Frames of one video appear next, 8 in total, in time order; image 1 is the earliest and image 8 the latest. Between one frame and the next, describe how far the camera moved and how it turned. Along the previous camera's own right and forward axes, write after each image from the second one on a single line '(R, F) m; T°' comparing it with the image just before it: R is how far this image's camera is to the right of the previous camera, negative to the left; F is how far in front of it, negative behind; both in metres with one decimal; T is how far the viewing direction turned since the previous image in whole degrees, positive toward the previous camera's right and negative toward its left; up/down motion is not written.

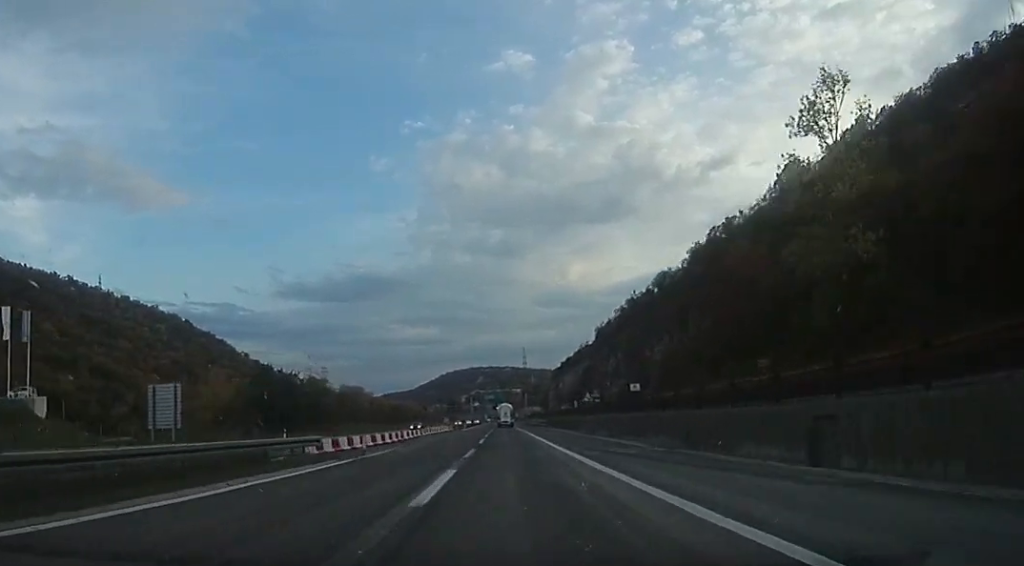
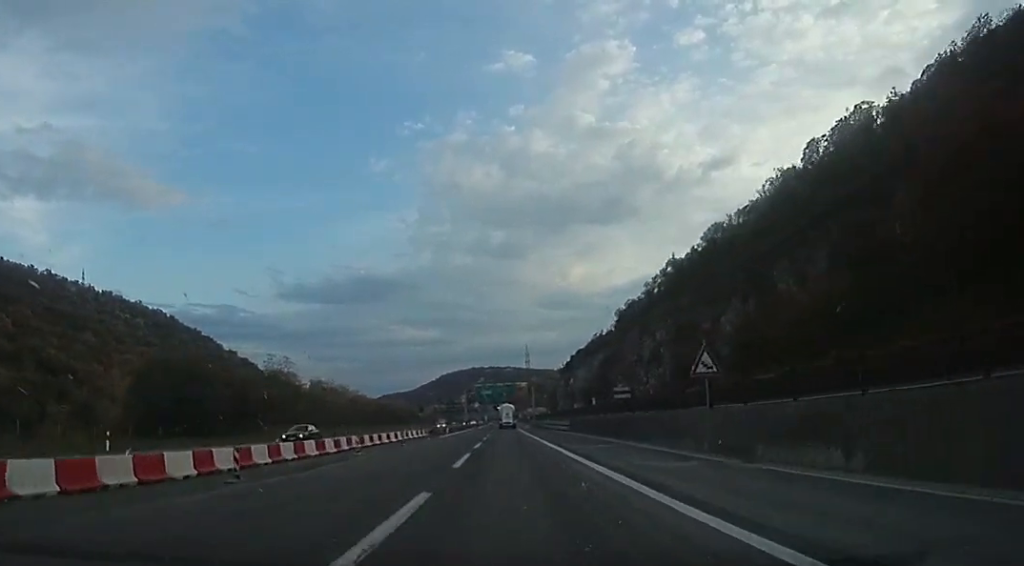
(-0.5, +28.1) m; -2°
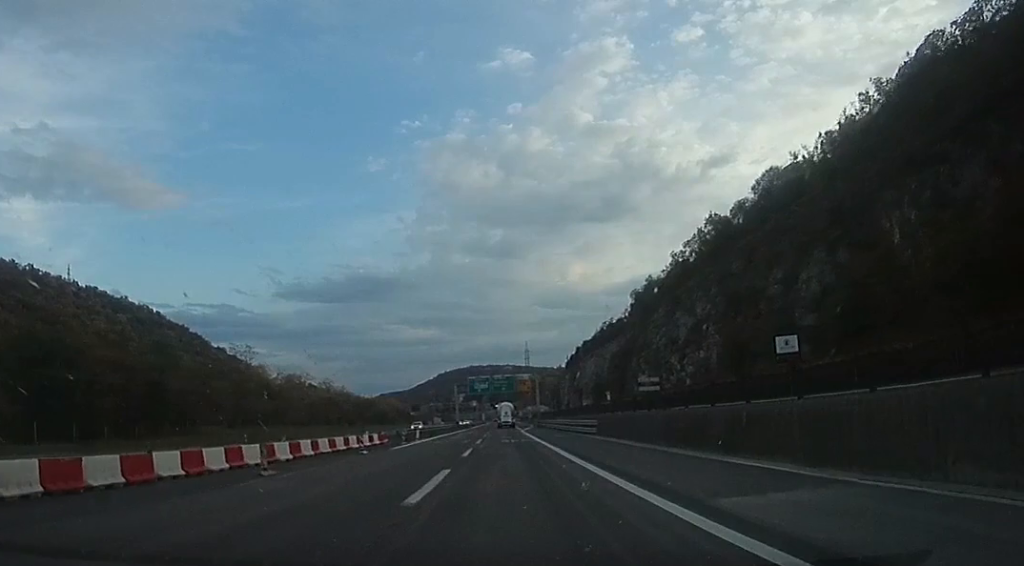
(-0.6, +18.6) m; 0°
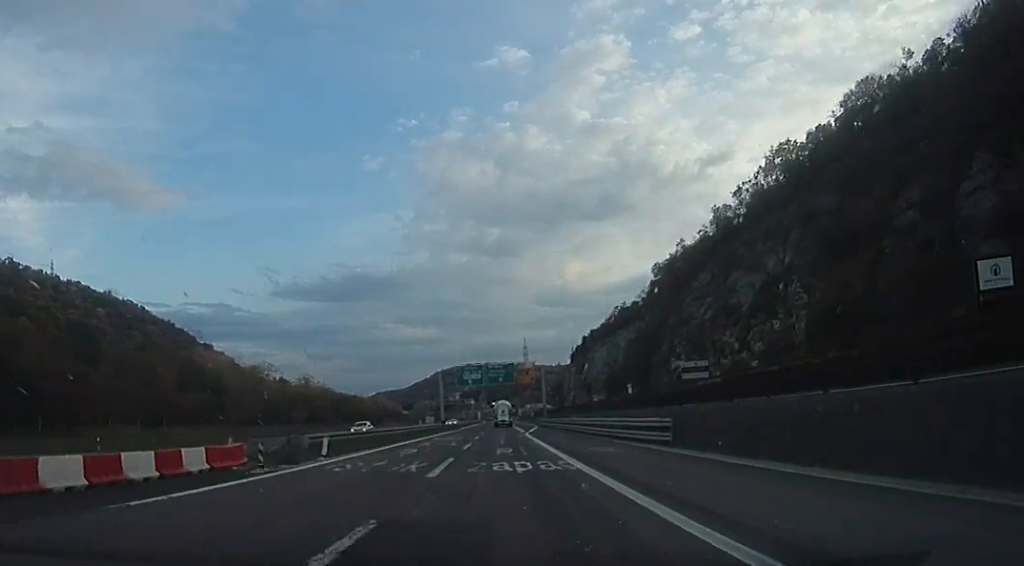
(+0.7, +19.2) m; +2°
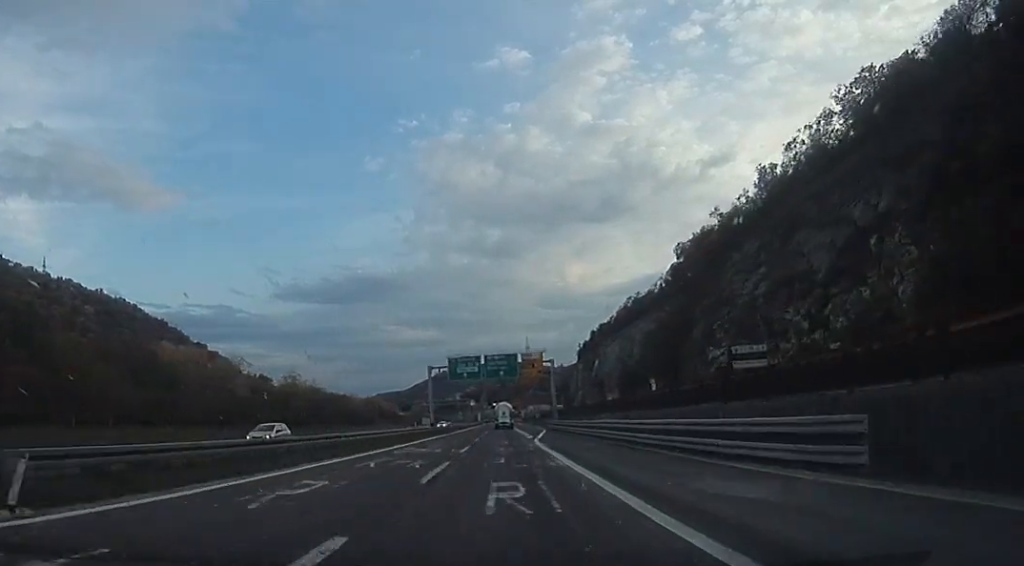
(+0.1, +12.8) m; 0°
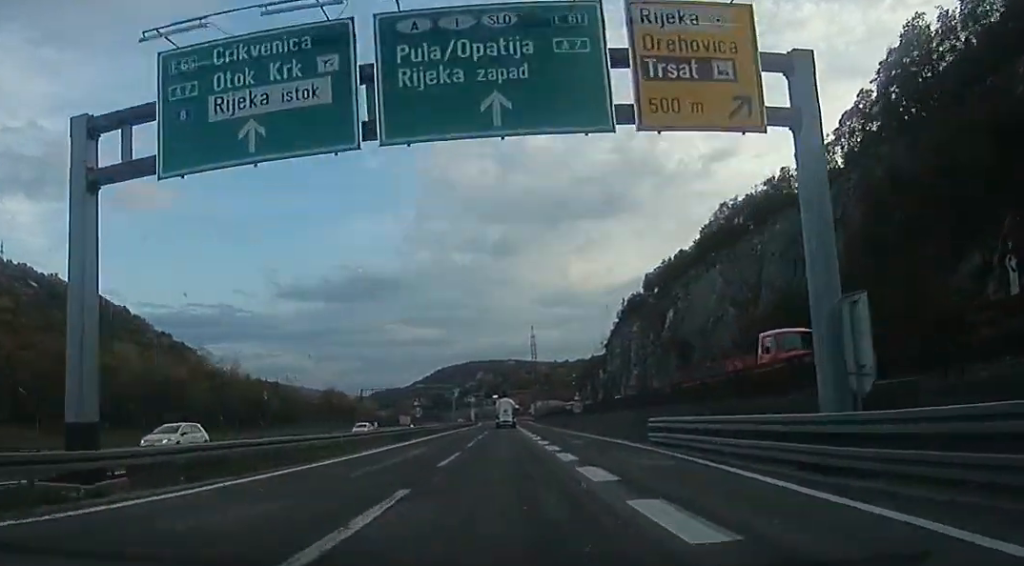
(-1.3, +53.5) m; 0°
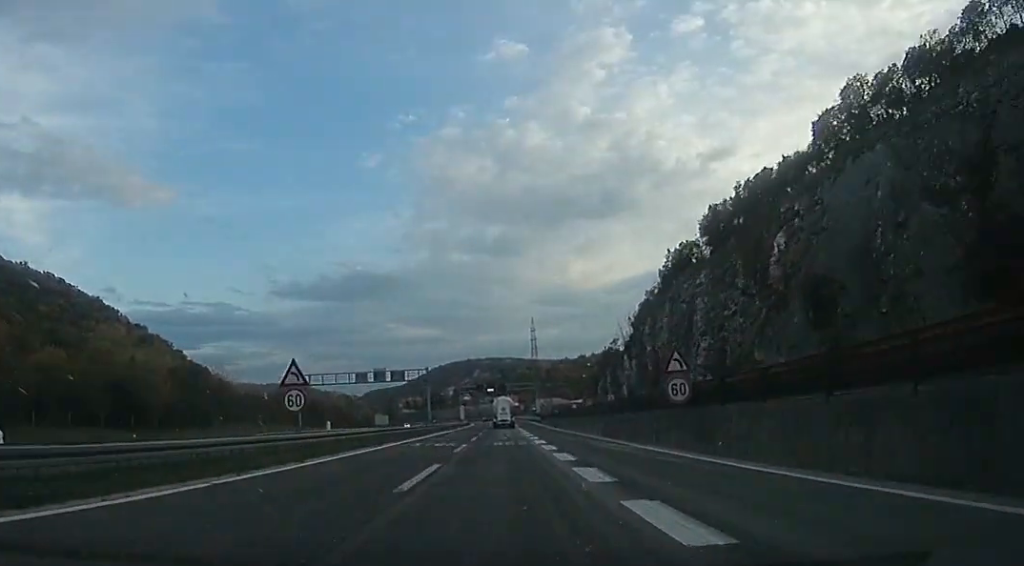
(+0.7, +29.3) m; +1°
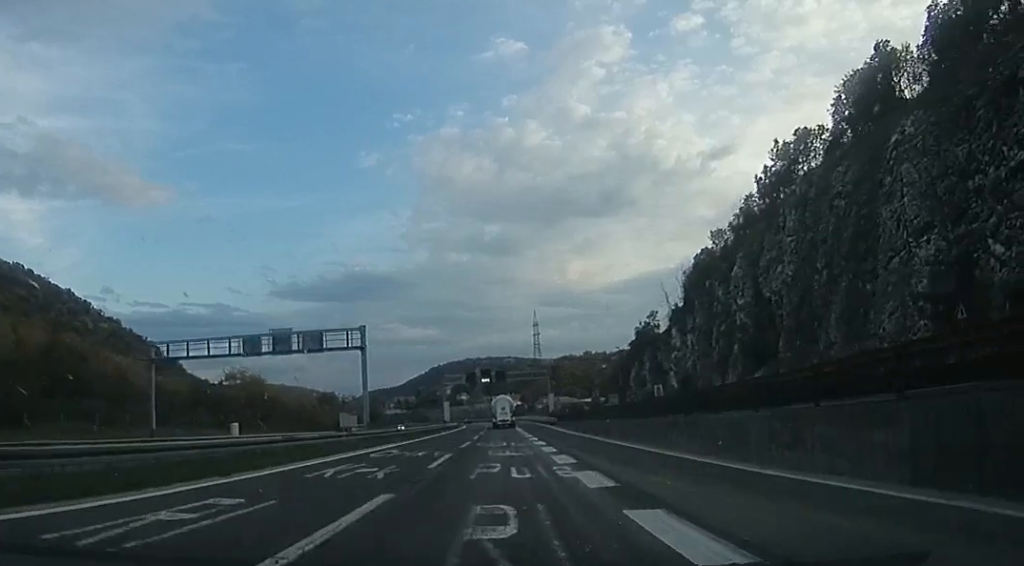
(0.0, +30.2) m; -1°
